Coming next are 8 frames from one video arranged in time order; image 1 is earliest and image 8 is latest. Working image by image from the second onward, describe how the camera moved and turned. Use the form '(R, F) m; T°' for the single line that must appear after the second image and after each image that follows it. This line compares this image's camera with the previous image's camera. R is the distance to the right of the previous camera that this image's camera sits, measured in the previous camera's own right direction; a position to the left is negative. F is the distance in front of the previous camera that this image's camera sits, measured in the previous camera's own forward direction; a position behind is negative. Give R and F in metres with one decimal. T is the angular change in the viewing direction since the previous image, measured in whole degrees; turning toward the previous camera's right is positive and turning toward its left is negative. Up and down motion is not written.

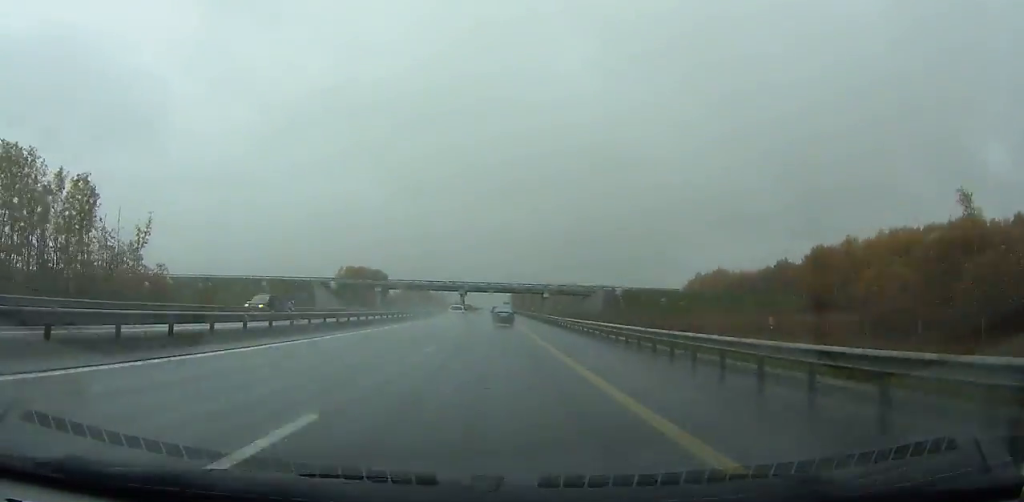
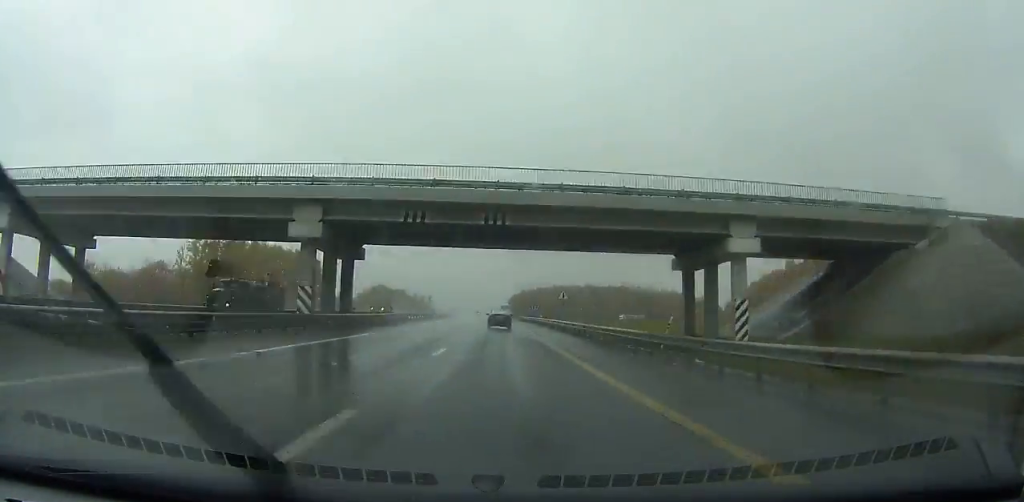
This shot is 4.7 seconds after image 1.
(+0.3, +118.7) m; 0°
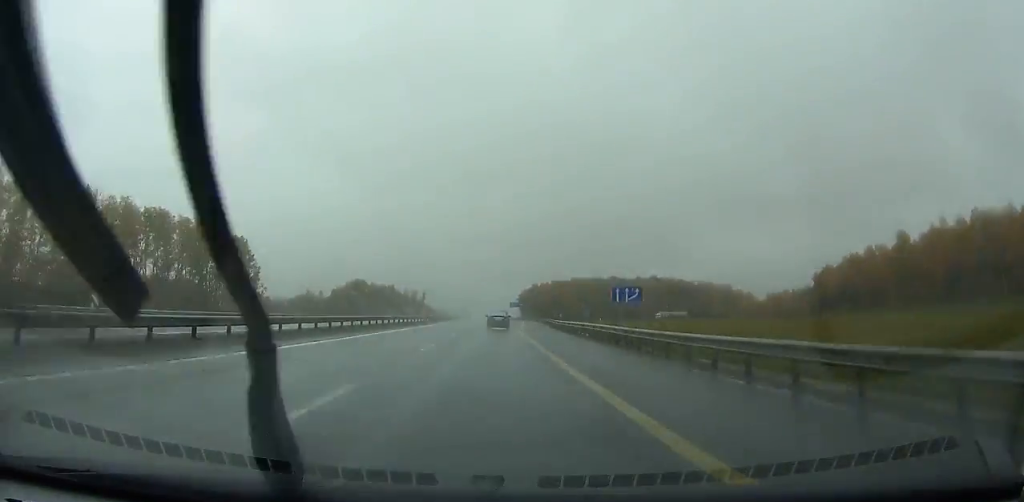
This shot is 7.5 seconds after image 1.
(+0.2, +70.1) m; 0°
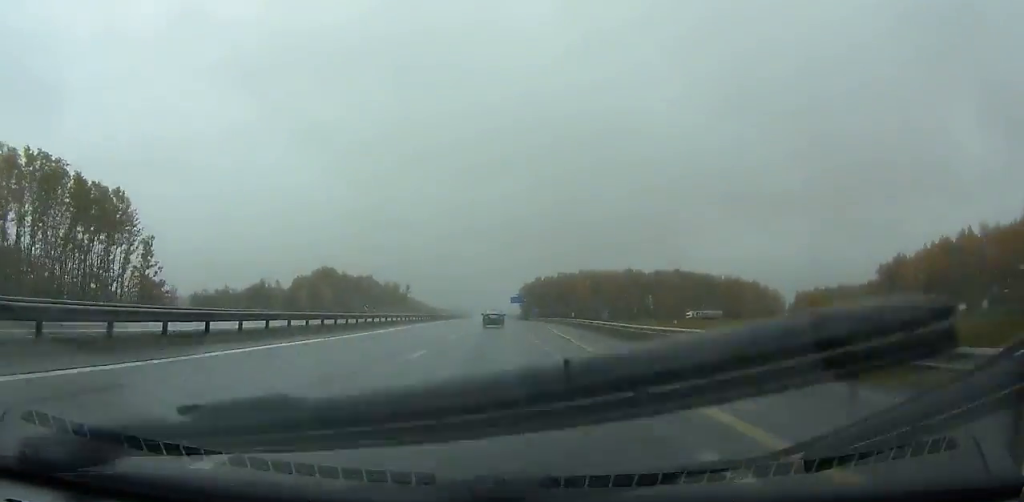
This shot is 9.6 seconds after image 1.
(-0.5, +52.5) m; 0°
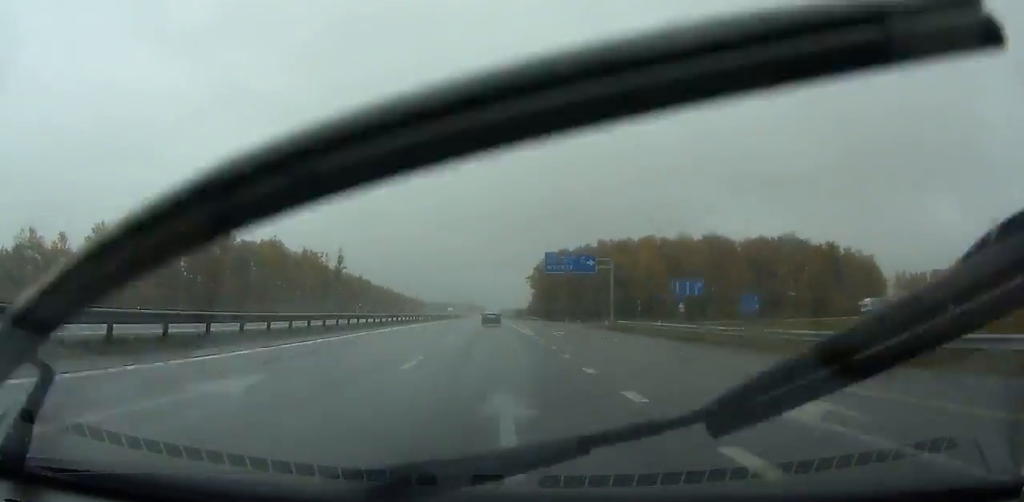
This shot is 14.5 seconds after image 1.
(+0.3, +122.8) m; 0°
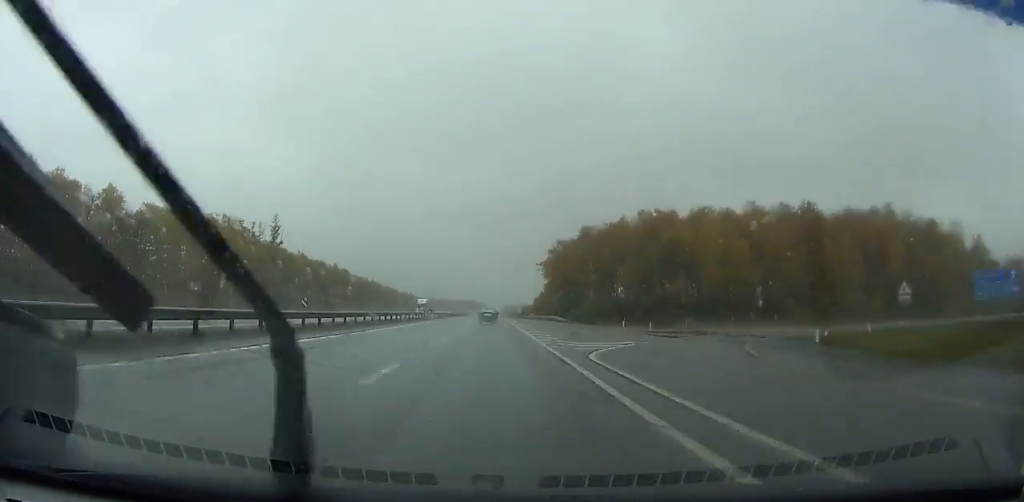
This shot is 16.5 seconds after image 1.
(+0.1, +50.6) m; 0°
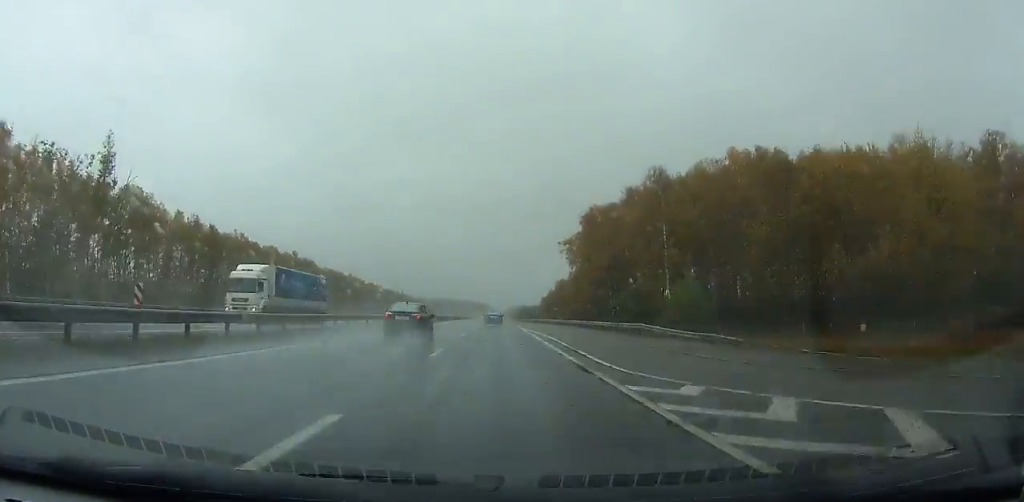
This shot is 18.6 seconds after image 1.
(-0.1, +53.4) m; 0°
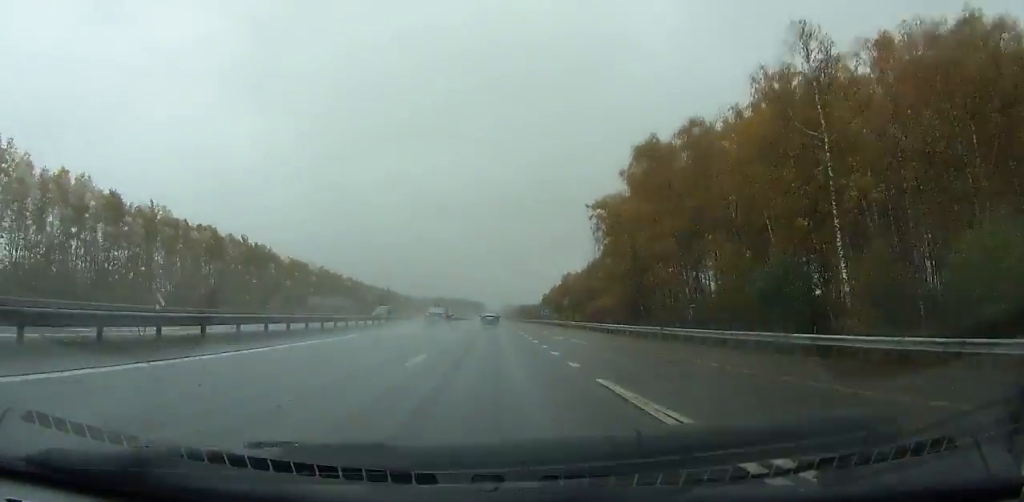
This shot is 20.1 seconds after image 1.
(0.0, +38.4) m; 0°
